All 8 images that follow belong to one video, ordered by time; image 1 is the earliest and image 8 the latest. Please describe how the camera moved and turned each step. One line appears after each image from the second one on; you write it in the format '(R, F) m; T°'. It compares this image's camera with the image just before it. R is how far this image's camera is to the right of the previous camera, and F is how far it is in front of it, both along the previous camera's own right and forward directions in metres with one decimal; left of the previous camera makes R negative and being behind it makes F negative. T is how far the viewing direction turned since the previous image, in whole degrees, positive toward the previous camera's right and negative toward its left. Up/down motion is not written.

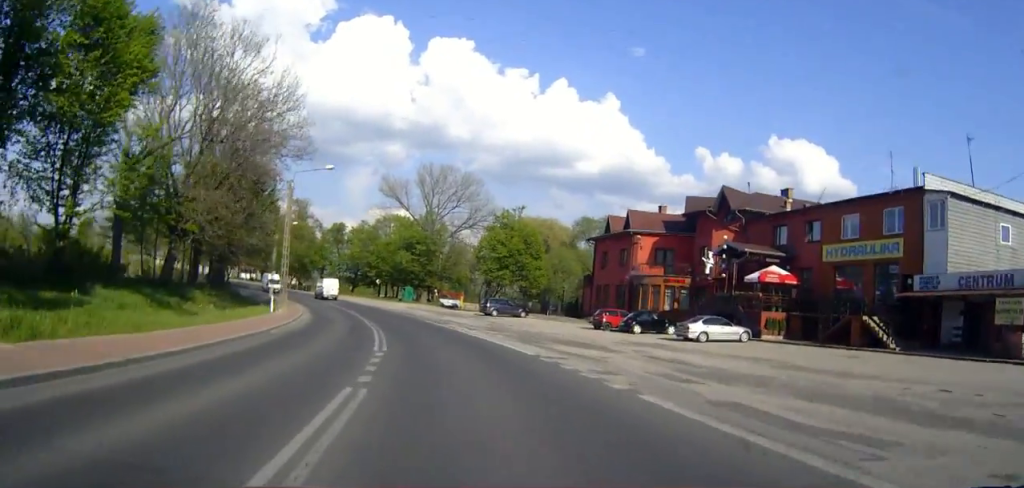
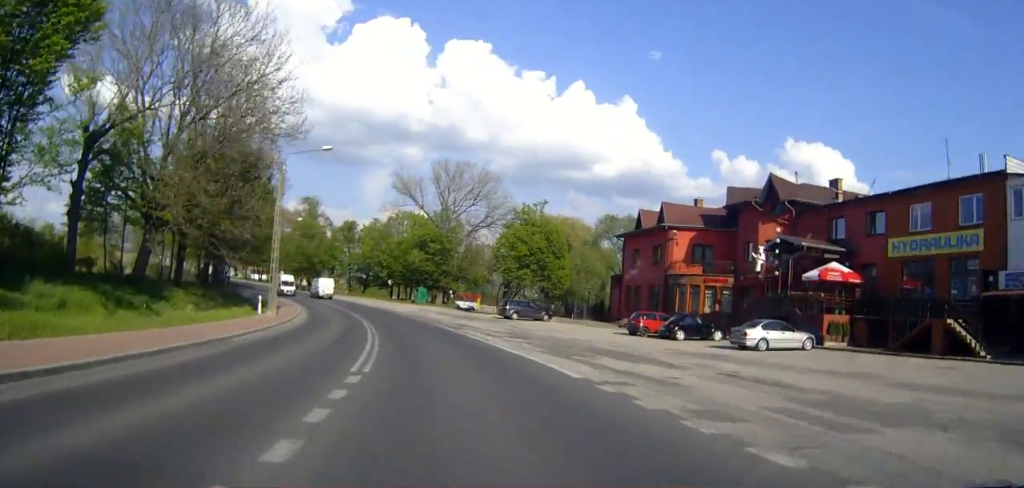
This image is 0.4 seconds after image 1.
(-0.2, +6.2) m; -1°
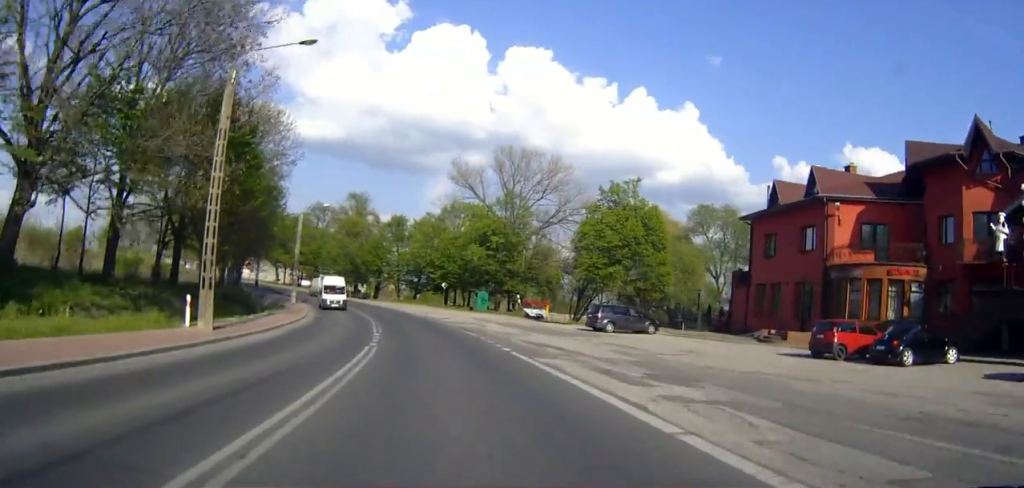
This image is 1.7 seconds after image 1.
(-0.6, +17.6) m; -4°
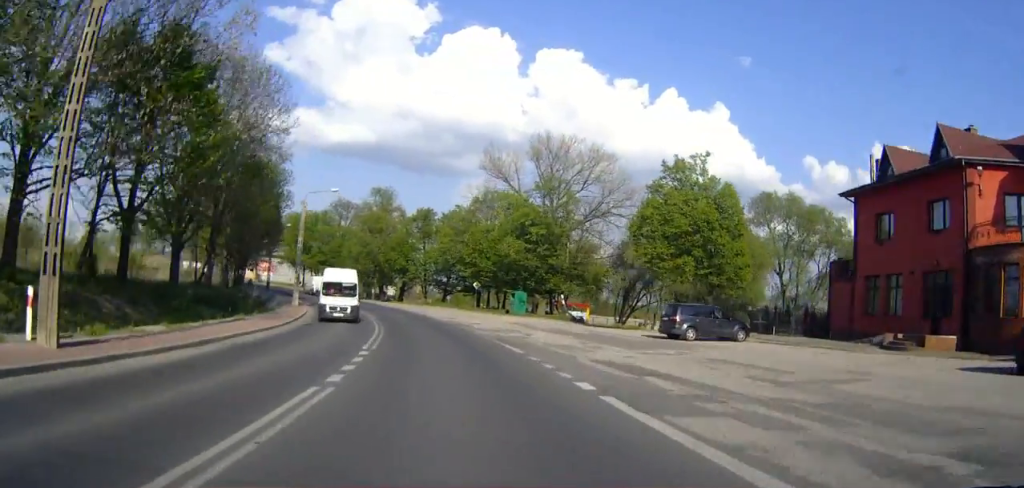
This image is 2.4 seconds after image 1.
(-0.3, +10.6) m; -2°
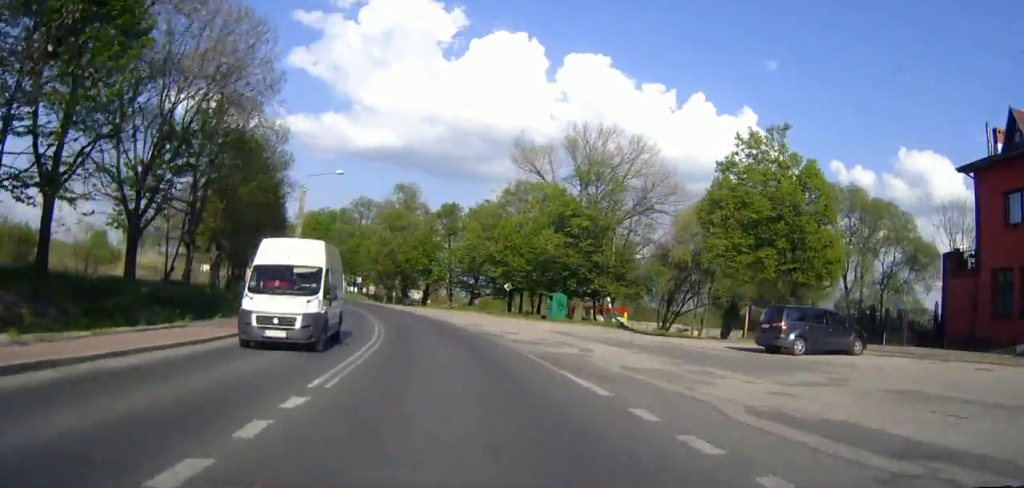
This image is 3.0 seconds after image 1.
(-0.1, +9.2) m; -2°
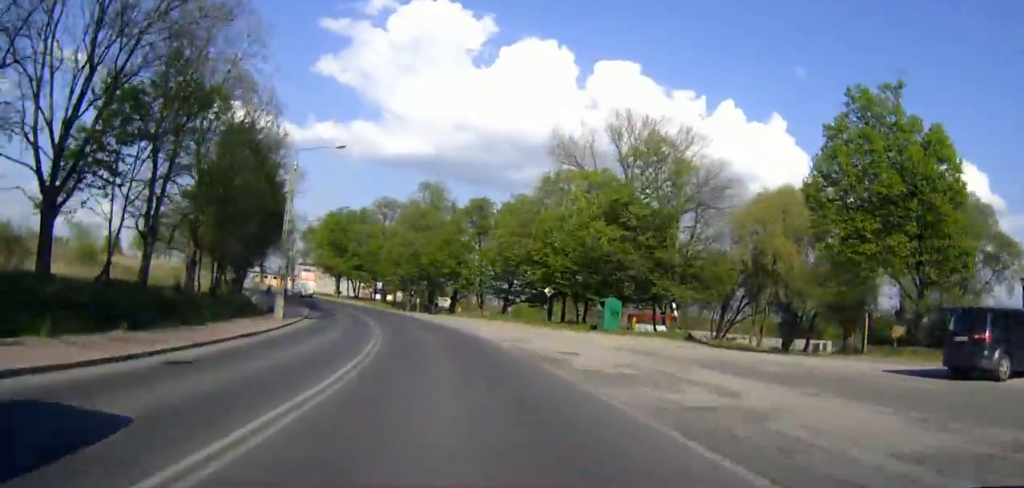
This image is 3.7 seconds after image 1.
(-0.1, +10.2) m; -2°
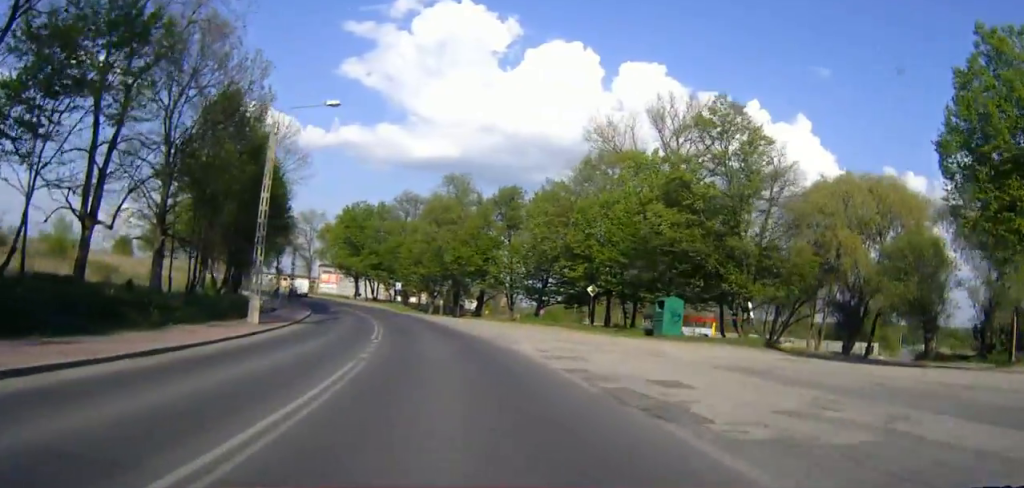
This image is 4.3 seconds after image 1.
(-0.2, +8.7) m; -2°
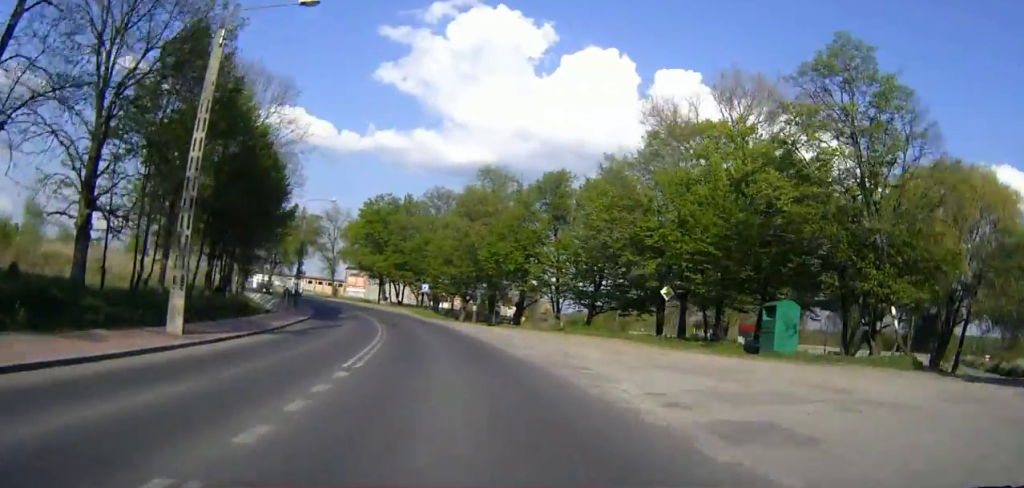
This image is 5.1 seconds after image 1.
(-0.3, +11.1) m; -3°
